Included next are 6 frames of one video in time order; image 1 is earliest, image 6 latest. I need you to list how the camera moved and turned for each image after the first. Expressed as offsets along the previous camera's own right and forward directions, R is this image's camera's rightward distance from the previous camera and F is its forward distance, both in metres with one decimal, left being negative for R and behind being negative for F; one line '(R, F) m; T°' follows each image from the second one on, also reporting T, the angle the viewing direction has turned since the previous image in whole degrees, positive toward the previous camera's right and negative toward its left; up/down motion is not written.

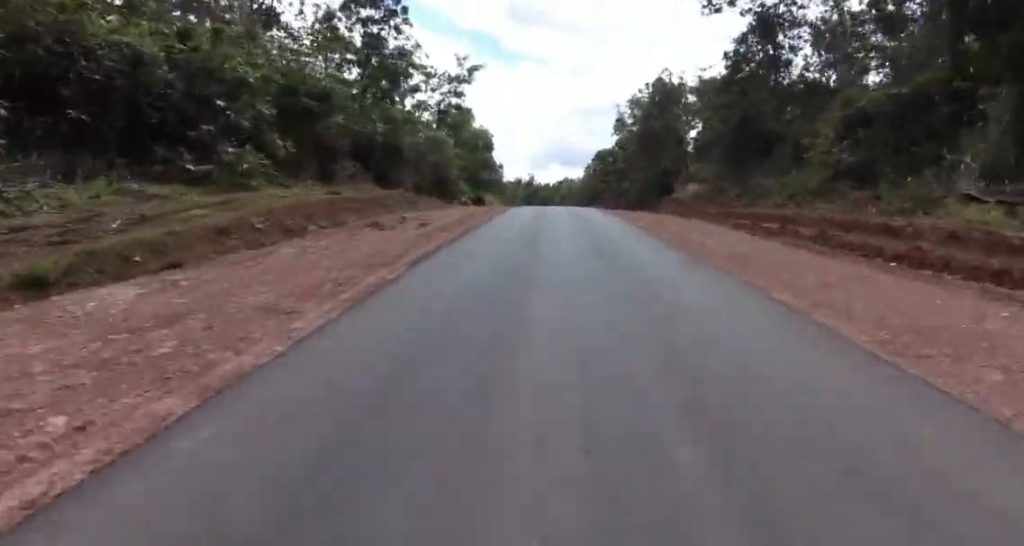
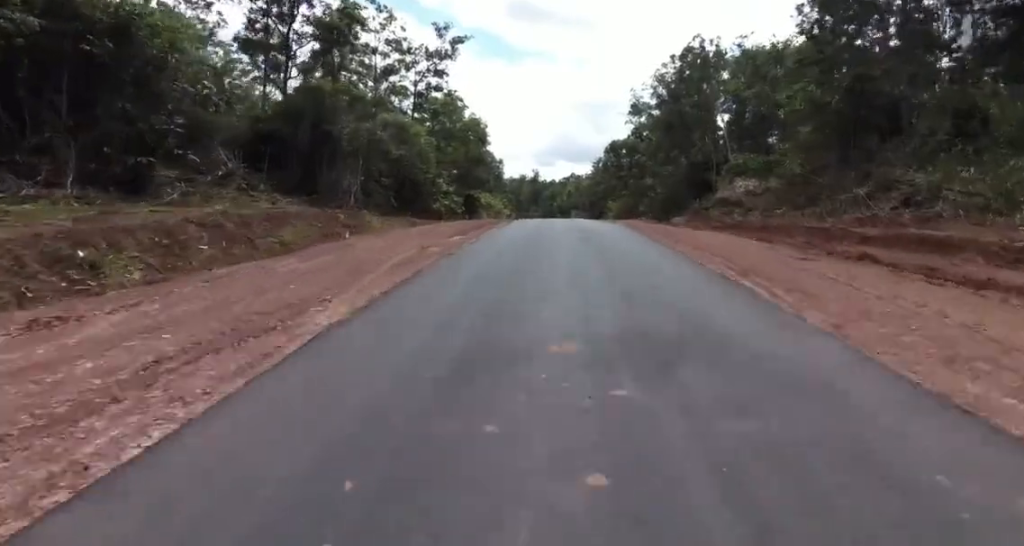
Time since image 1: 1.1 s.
(-0.7, +23.1) m; -2°
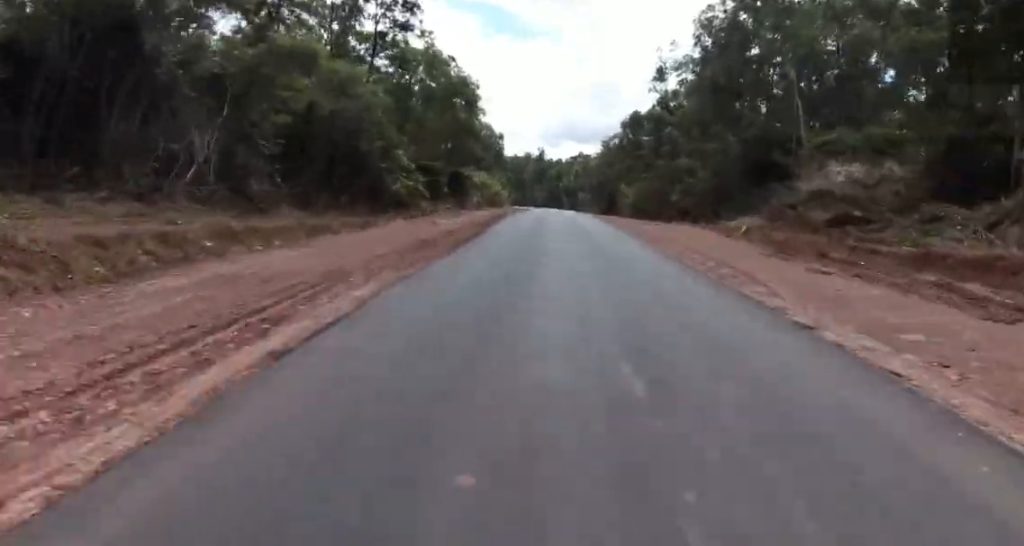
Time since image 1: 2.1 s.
(+0.1, +22.3) m; 0°
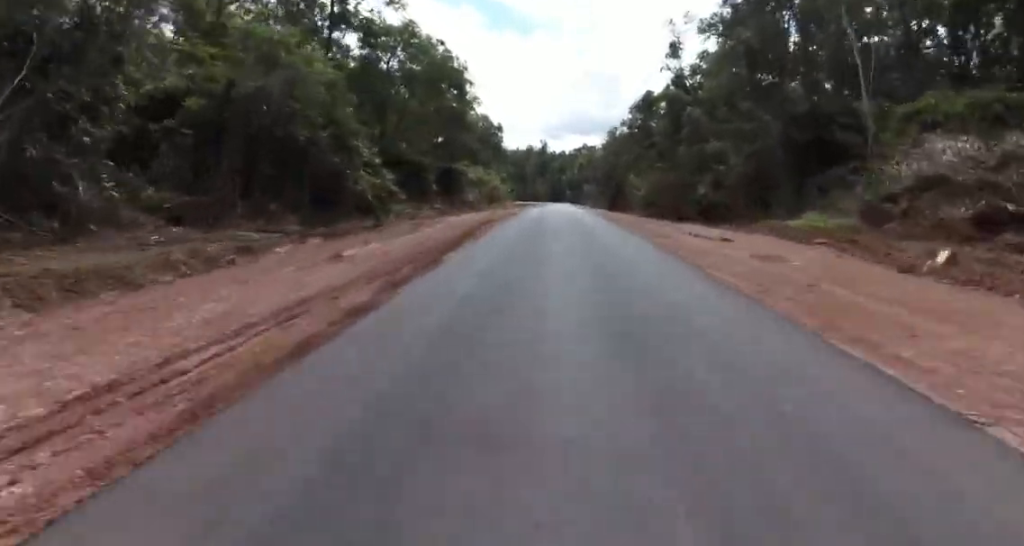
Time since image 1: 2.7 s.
(-0.1, +12.5) m; 0°
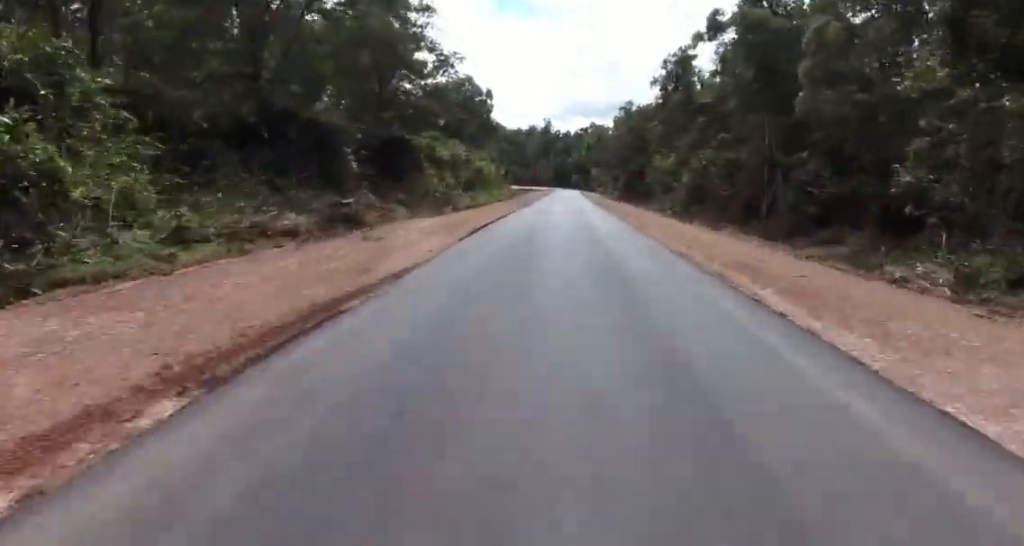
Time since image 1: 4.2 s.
(-0.4, +34.3) m; -2°
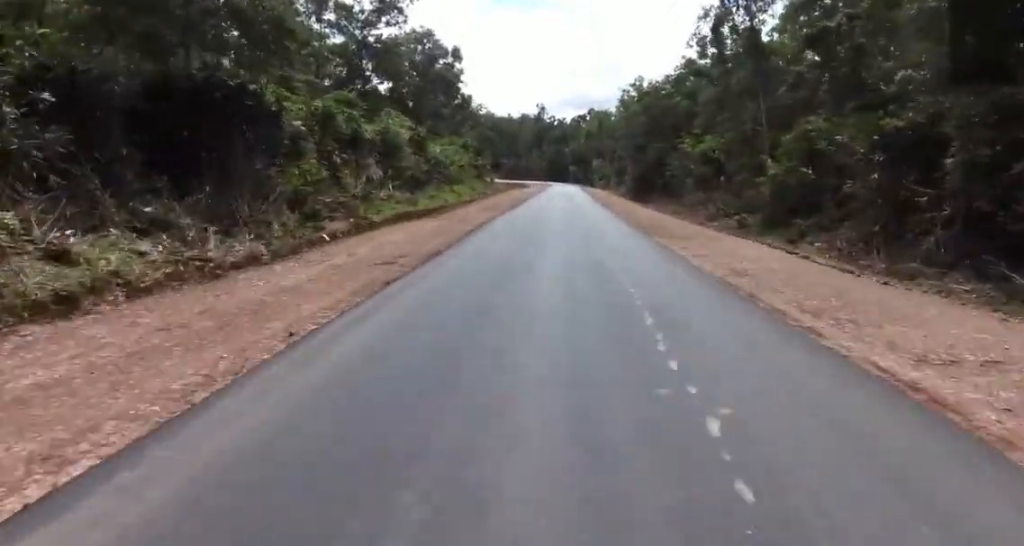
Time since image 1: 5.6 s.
(+0.6, +34.0) m; +3°
